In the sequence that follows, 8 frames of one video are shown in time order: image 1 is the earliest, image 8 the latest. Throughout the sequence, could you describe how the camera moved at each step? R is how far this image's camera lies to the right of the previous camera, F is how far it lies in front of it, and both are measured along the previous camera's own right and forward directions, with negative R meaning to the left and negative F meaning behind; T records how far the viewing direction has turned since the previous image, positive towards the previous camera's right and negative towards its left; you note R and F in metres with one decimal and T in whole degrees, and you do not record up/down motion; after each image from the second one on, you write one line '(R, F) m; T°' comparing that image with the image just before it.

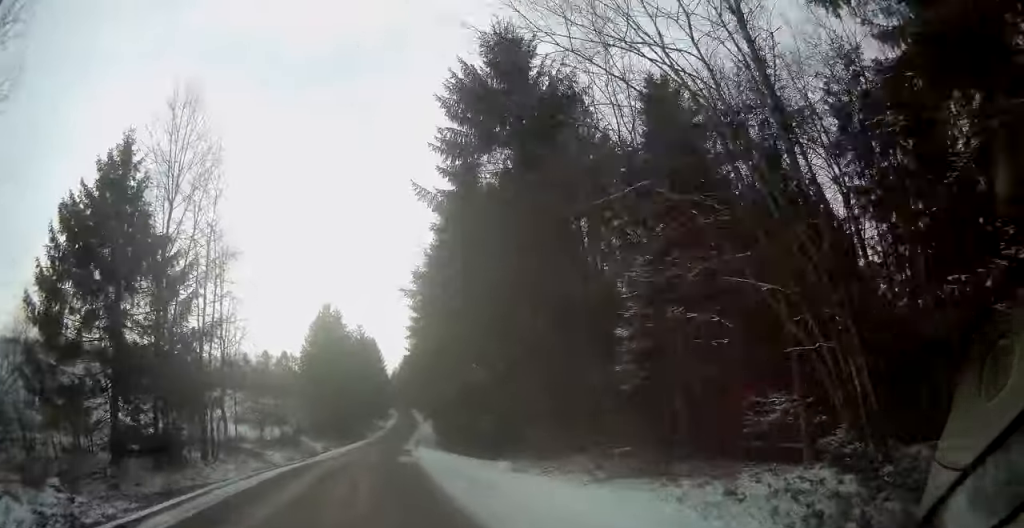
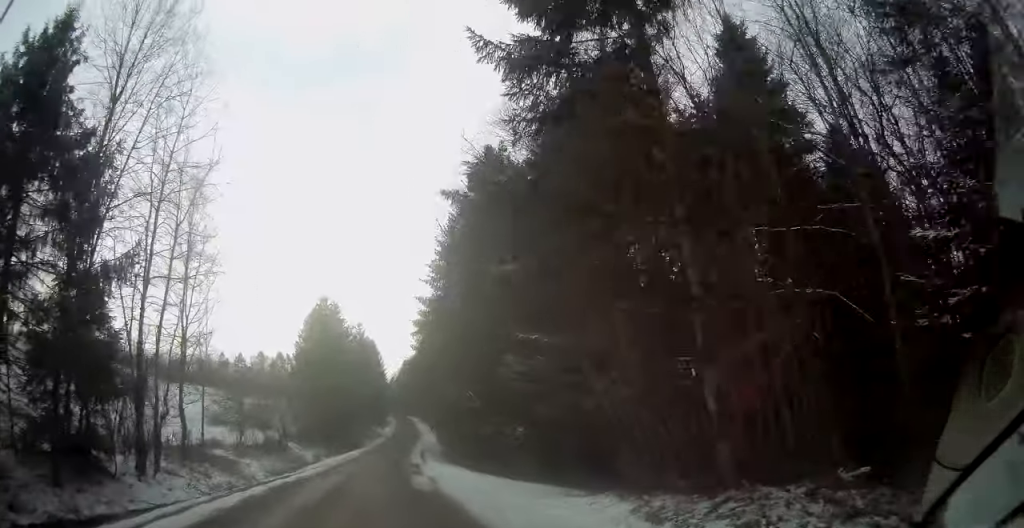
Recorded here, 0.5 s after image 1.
(0.0, +8.6) m; 0°
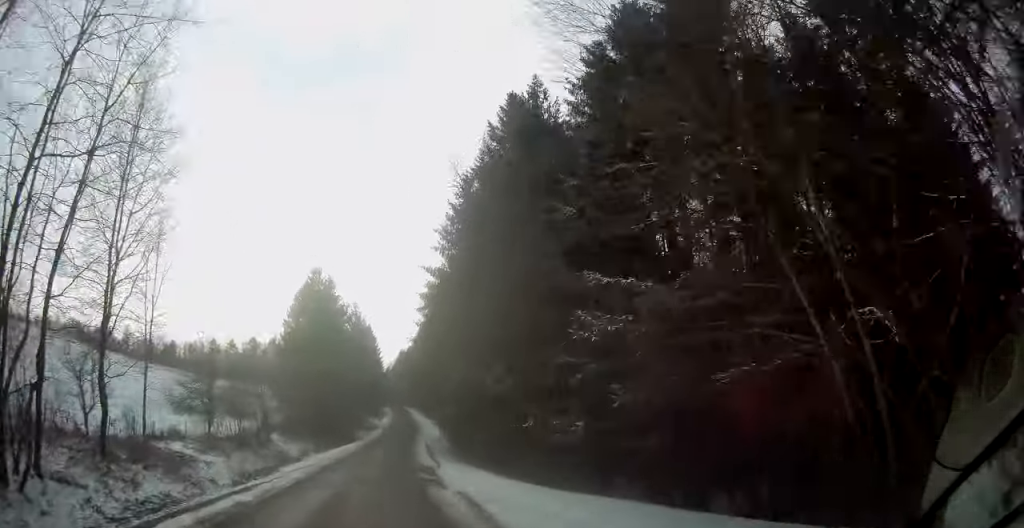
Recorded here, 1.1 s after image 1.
(-0.1, +9.1) m; 0°
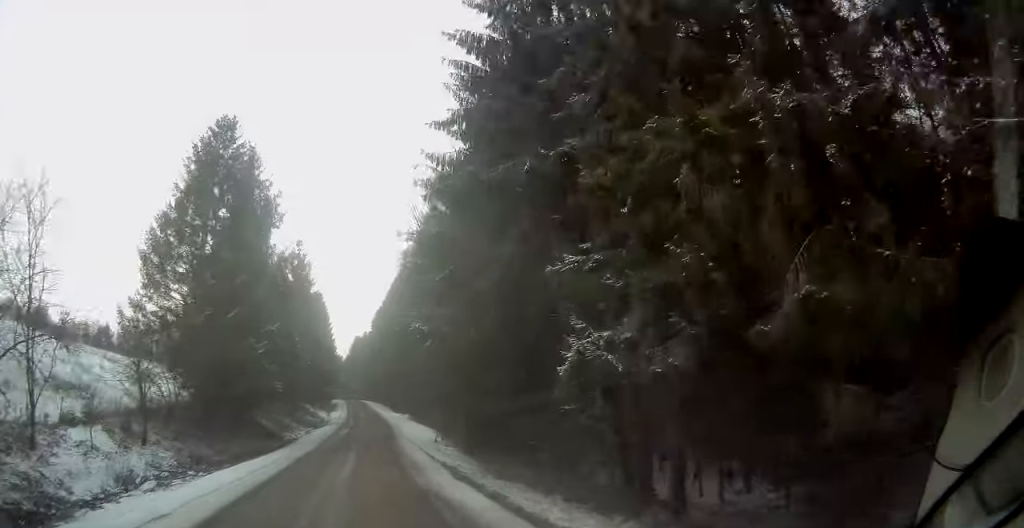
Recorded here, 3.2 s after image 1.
(+1.4, +33.1) m; +4°
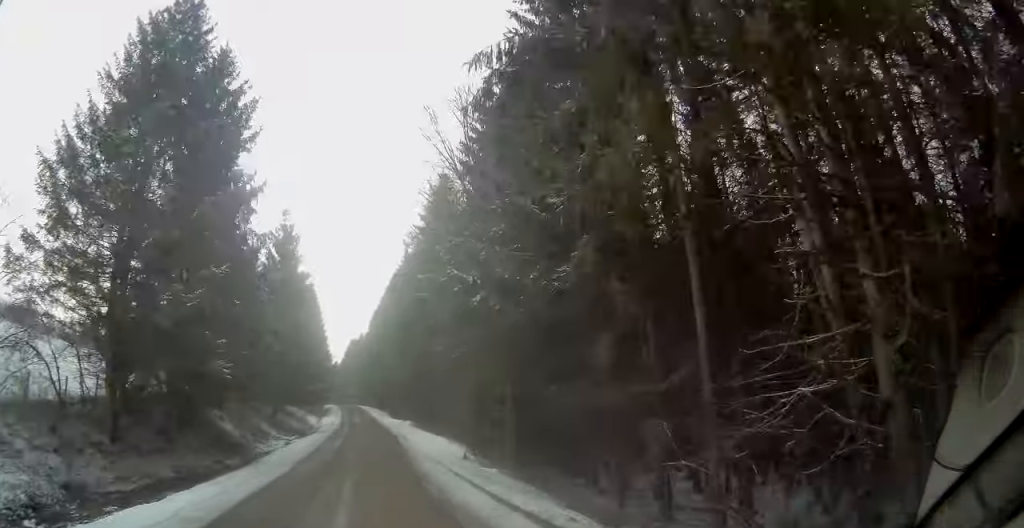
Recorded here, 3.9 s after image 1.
(0.0, +12.7) m; +1°
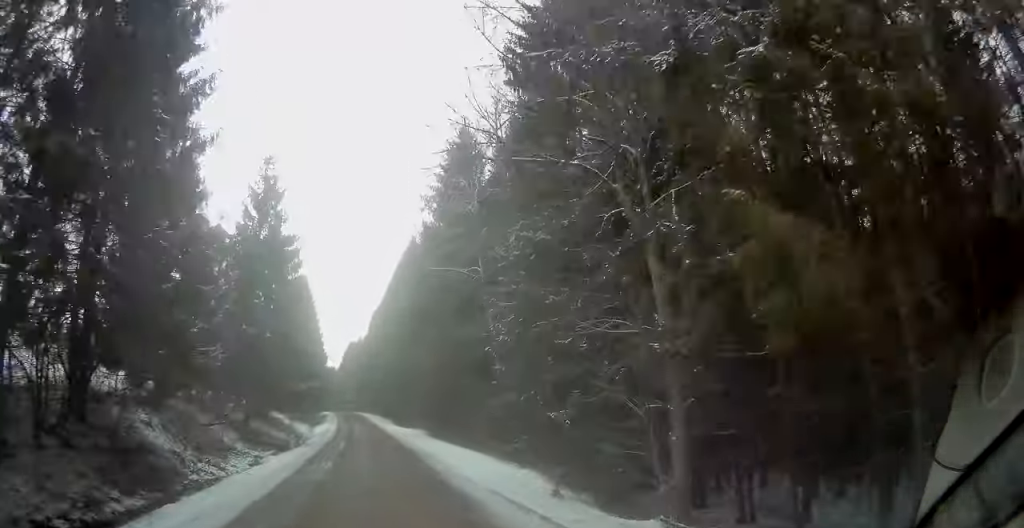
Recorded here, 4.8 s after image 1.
(+0.2, +13.9) m; 0°
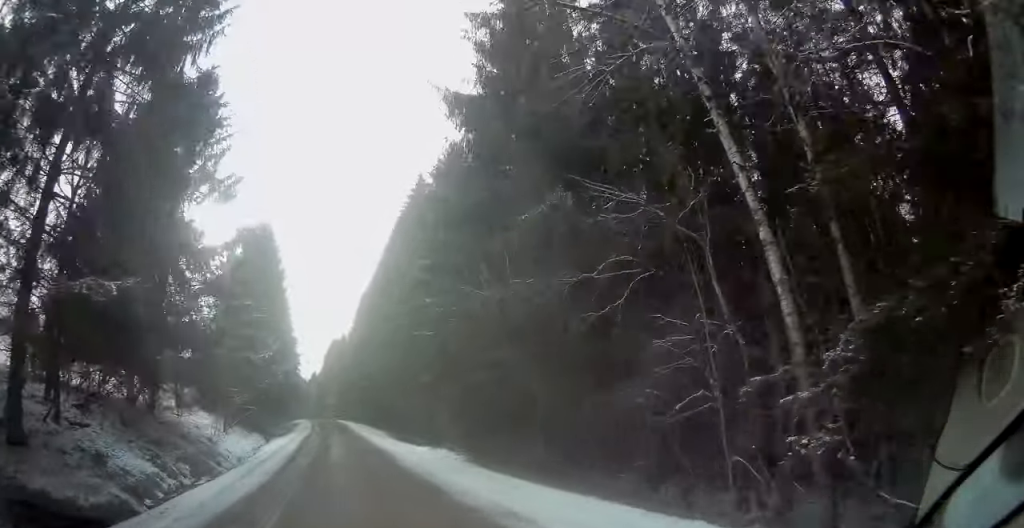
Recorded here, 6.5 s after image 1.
(-0.2, +28.8) m; 0°
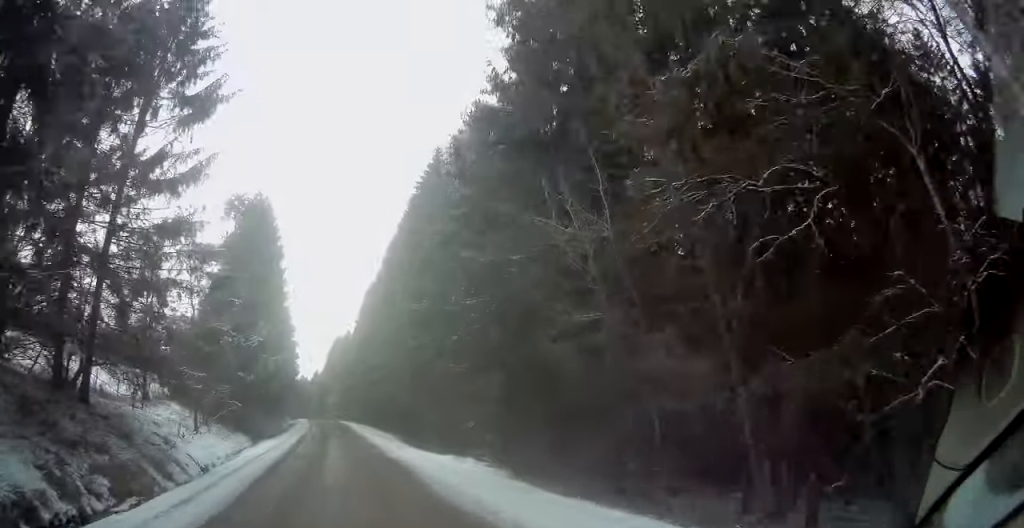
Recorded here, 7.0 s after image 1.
(0.0, +7.9) m; +1°
